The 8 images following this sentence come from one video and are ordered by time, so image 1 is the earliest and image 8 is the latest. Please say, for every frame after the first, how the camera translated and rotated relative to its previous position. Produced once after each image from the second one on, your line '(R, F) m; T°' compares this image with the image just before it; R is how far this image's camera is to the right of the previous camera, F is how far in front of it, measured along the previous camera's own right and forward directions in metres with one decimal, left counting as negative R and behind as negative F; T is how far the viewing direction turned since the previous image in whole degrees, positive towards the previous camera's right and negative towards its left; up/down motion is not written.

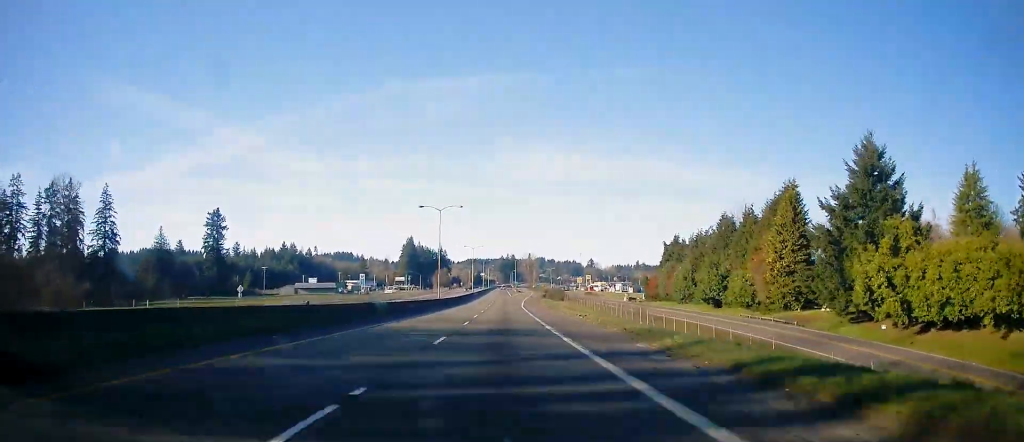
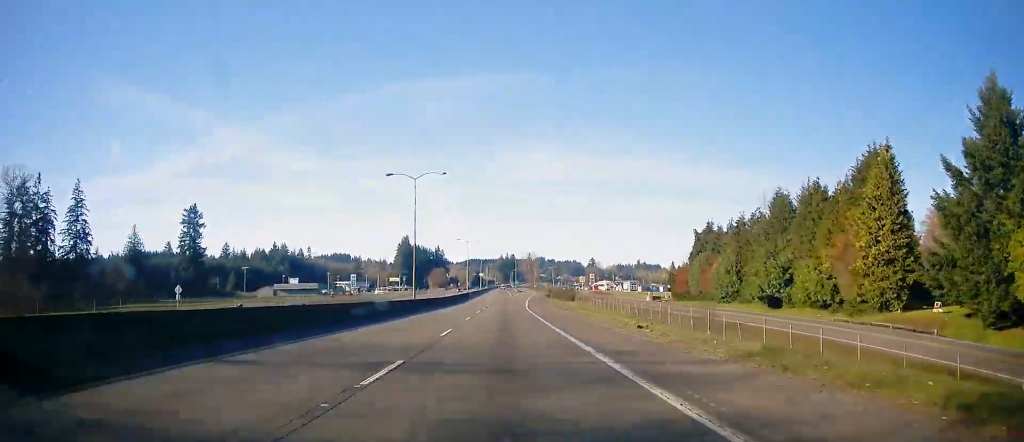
(+0.1, +19.9) m; 0°
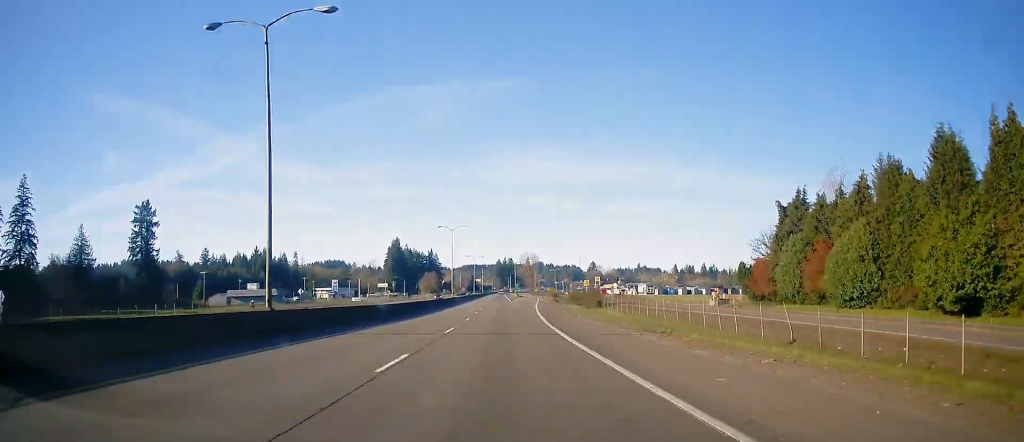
(+0.1, +33.2) m; -1°
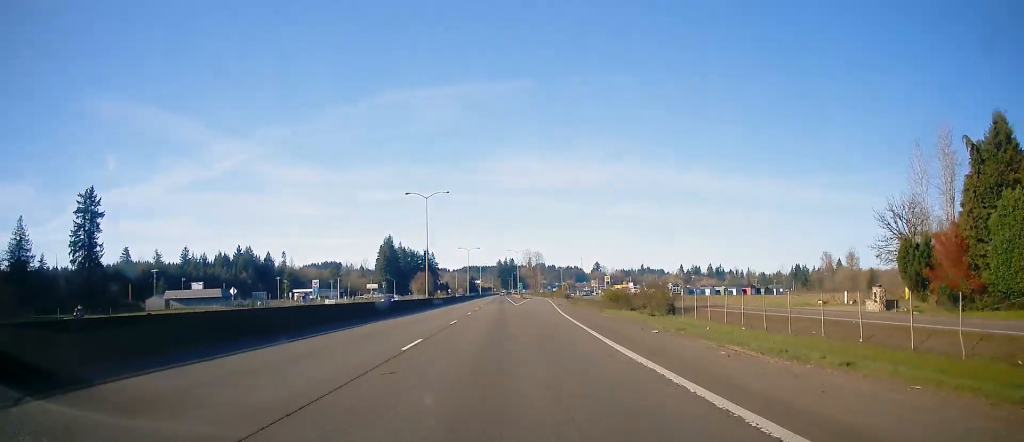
(-0.4, +33.1) m; -1°
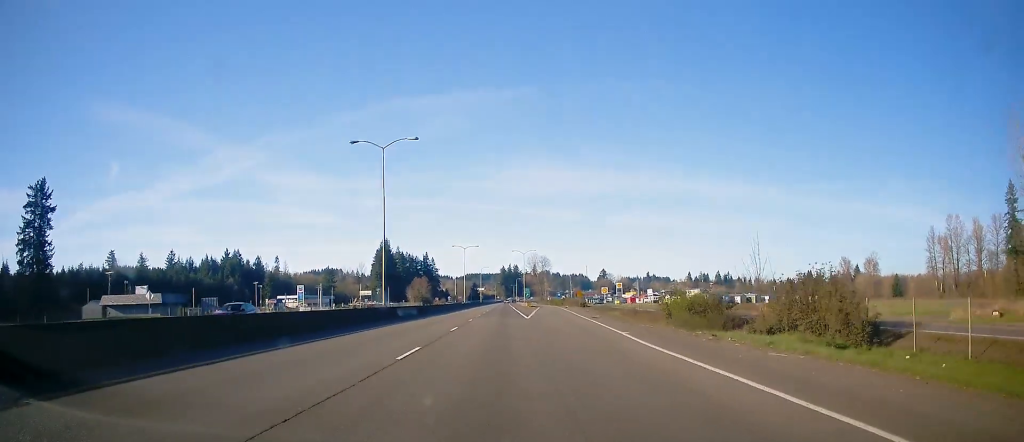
(0.0, +25.4) m; 0°
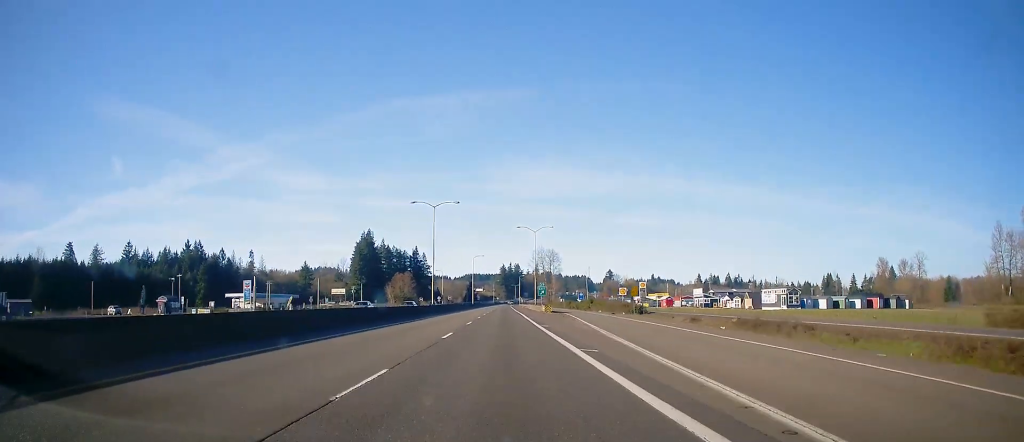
(+0.2, +54.1) m; +1°
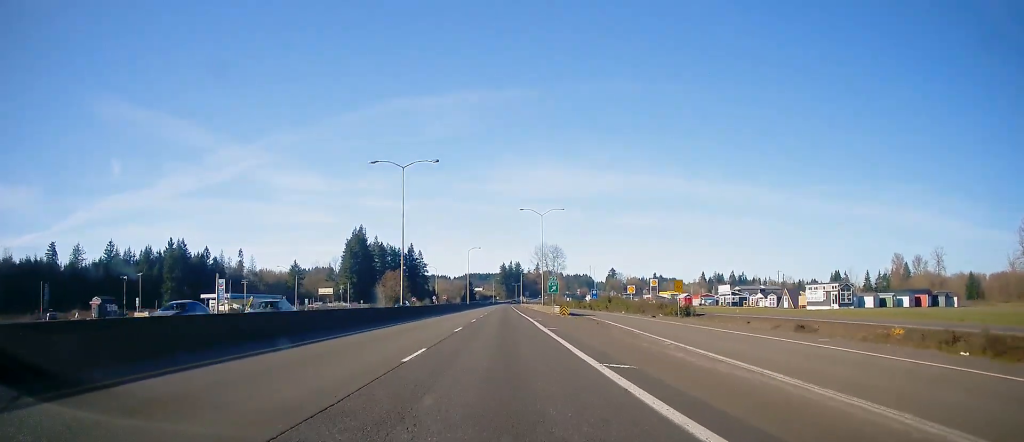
(+0.3, +19.9) m; 0°
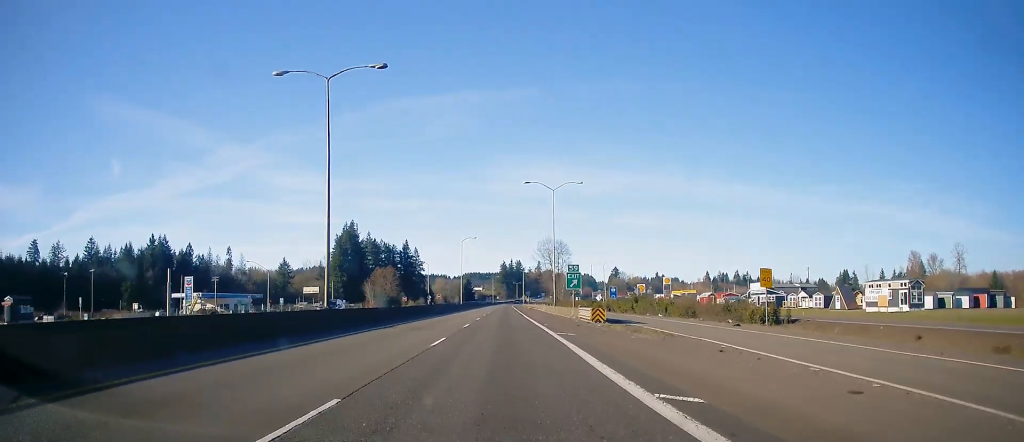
(-0.2, +19.9) m; 0°
